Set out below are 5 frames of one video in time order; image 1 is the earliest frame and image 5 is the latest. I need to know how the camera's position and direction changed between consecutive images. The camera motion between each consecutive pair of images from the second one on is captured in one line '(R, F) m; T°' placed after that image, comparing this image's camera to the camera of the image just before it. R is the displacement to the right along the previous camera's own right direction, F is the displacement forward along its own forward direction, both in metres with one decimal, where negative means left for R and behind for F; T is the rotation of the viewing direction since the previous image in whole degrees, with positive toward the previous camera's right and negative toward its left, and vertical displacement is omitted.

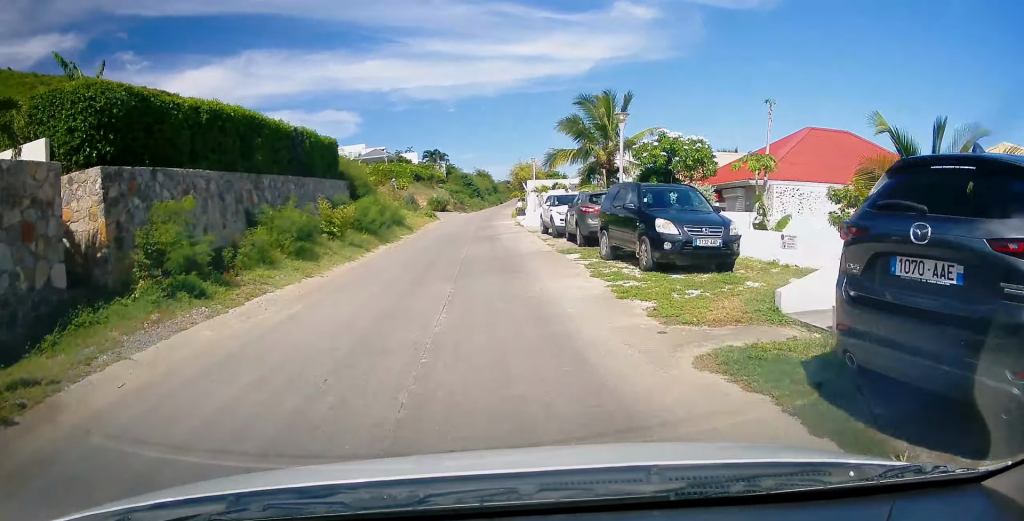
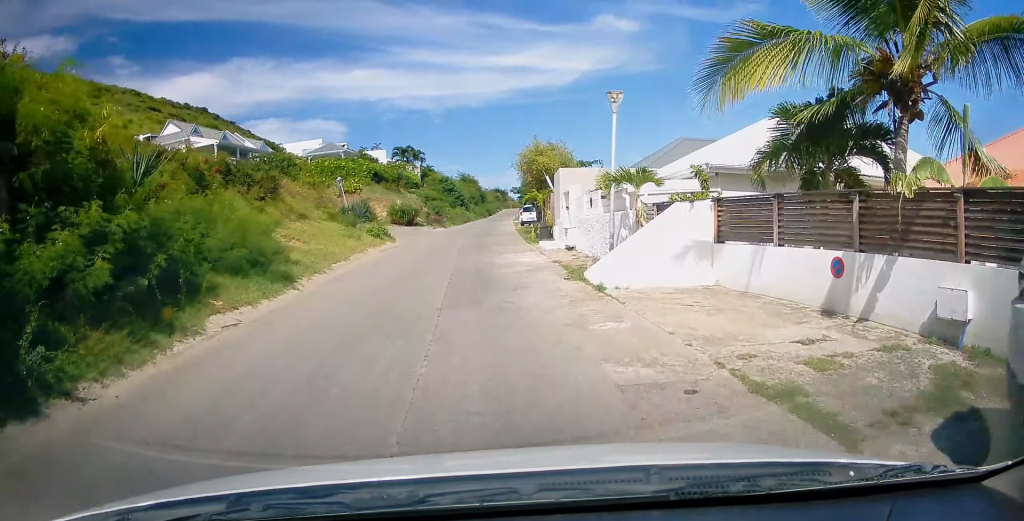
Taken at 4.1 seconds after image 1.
(+0.3, +22.9) m; -3°
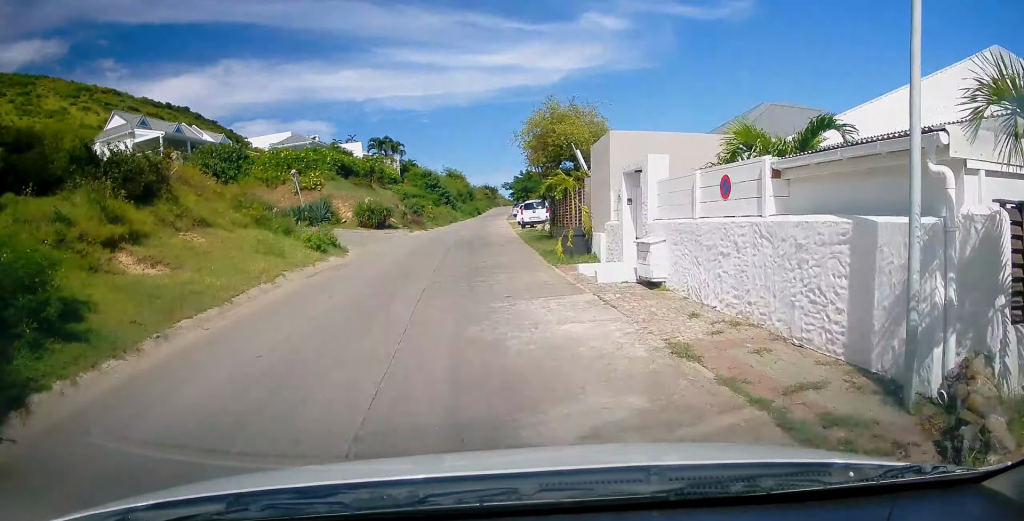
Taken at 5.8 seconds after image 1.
(-0.1, +9.7) m; +6°
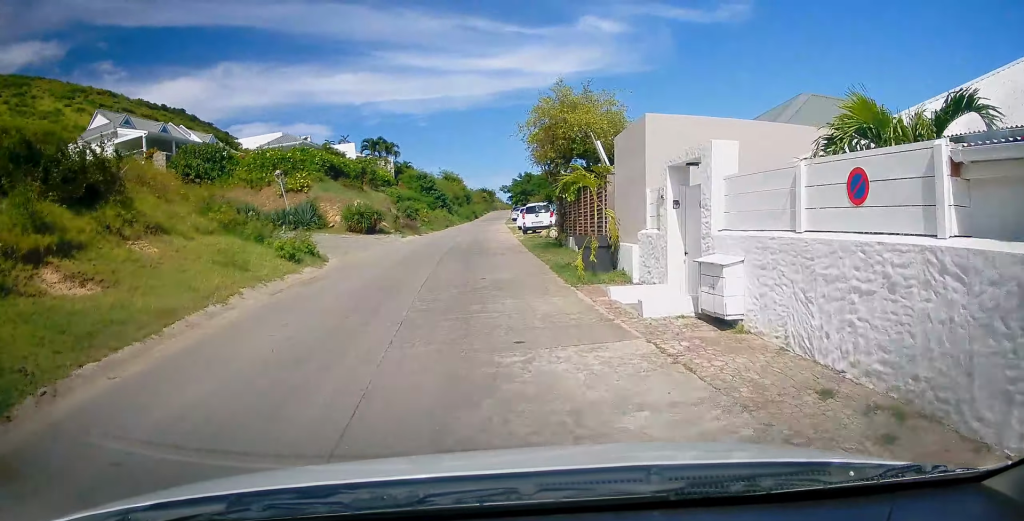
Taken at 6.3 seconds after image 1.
(+0.1, +2.8) m; -1°
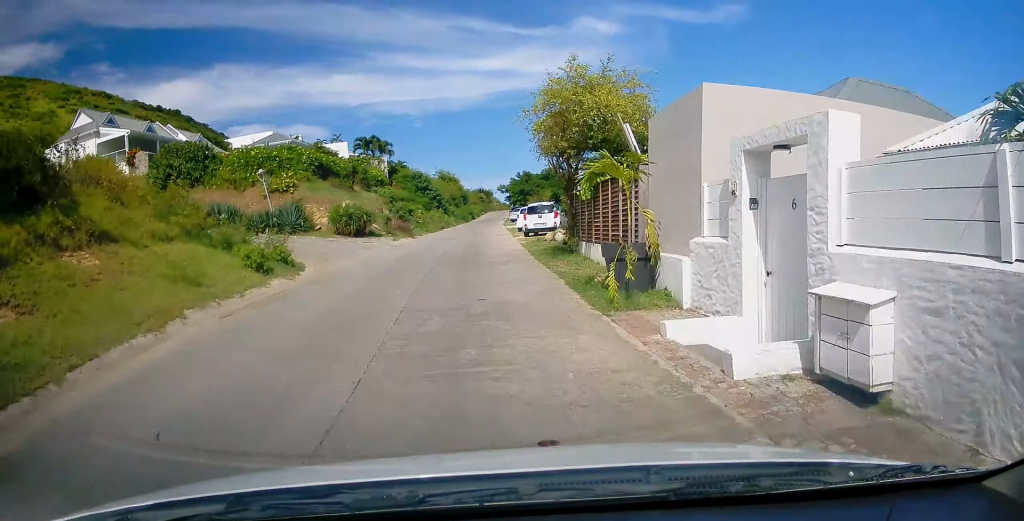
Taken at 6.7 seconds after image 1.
(+0.1, +2.6) m; -4°
